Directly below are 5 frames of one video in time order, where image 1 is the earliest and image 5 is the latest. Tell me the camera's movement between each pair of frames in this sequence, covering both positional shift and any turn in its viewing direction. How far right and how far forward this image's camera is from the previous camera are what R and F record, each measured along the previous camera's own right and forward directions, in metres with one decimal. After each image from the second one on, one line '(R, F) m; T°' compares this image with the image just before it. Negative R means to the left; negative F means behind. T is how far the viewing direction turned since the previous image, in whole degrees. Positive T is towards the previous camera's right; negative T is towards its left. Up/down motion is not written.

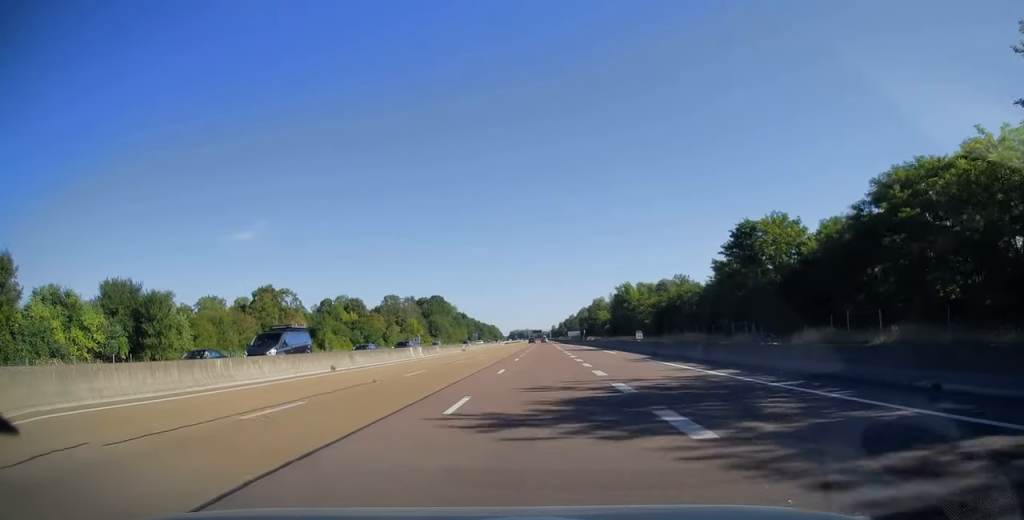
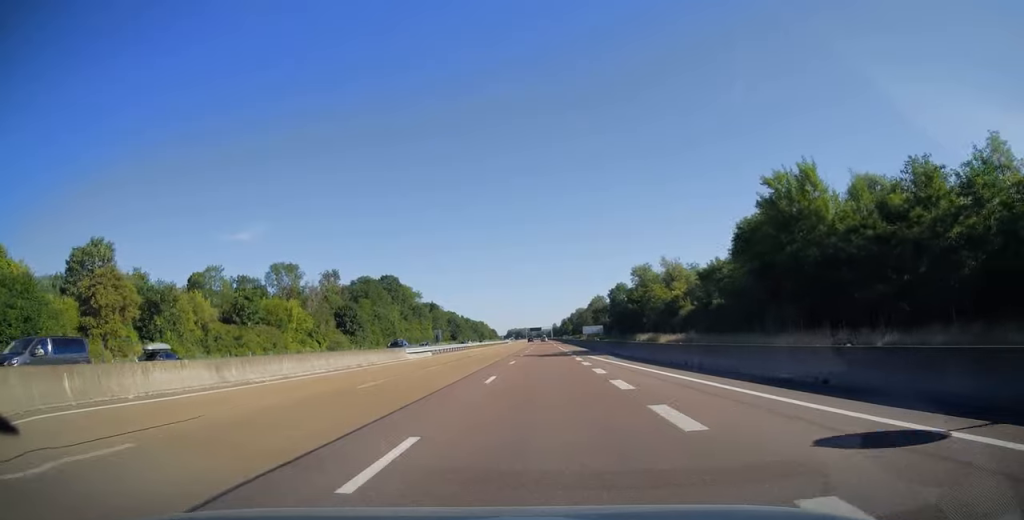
(+0.3, +97.0) m; 0°
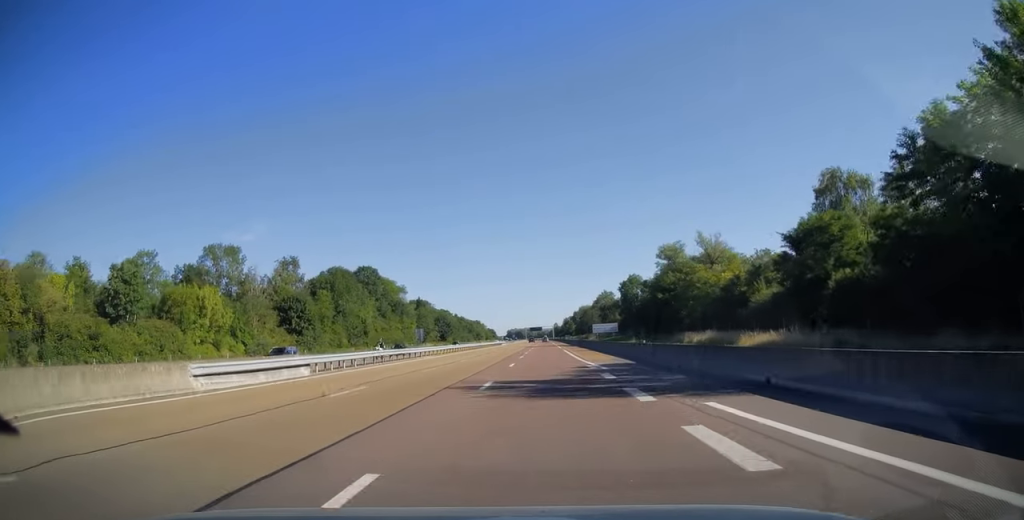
(0.0, +28.3) m; 0°
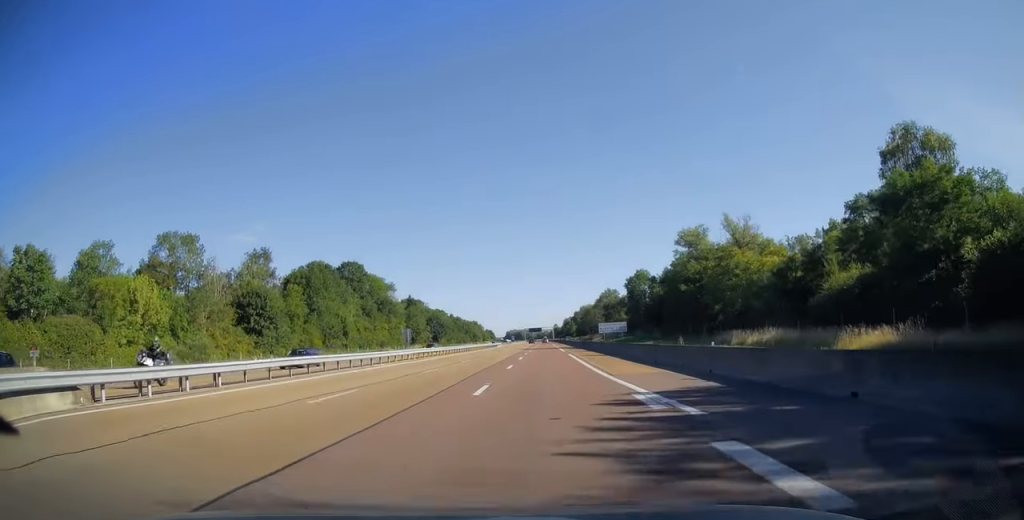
(-0.1, +14.4) m; 0°
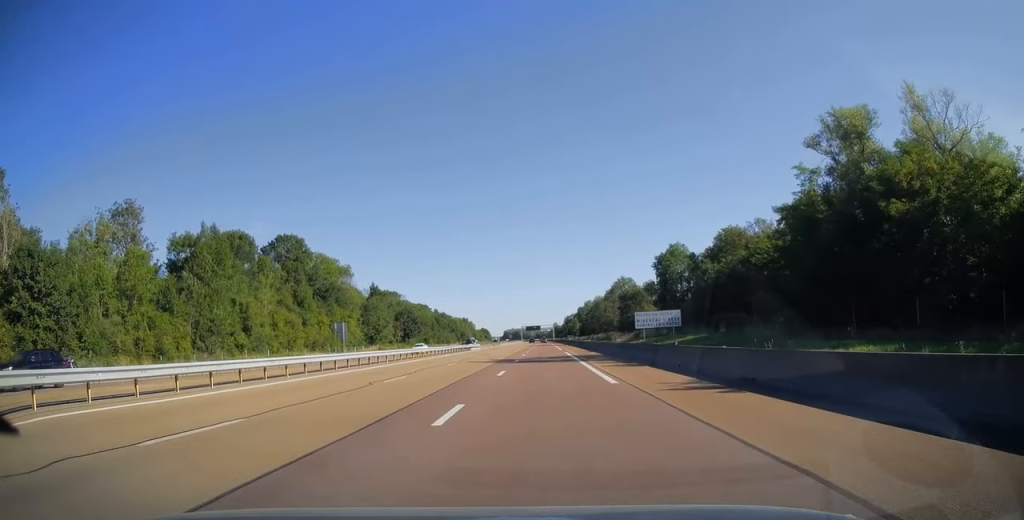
(+0.1, +44.1) m; 0°
